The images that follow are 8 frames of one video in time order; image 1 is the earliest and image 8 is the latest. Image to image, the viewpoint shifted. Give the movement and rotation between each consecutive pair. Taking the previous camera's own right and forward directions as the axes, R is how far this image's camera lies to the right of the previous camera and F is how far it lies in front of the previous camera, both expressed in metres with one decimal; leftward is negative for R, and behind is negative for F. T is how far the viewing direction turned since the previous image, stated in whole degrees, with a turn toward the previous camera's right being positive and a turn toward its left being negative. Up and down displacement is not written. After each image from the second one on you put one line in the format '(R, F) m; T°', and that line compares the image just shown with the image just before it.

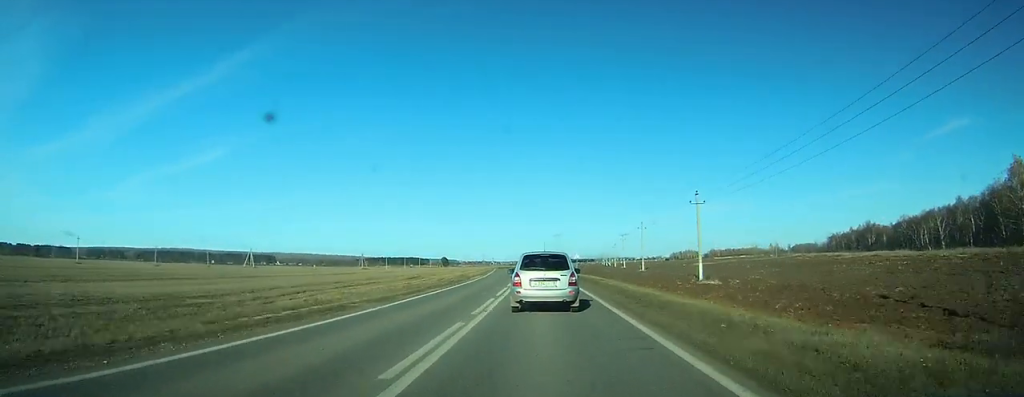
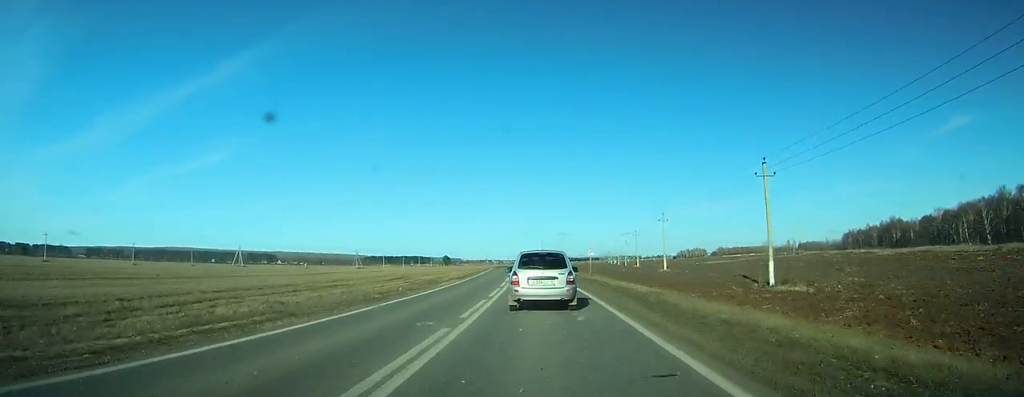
(-0.1, +15.0) m; -1°
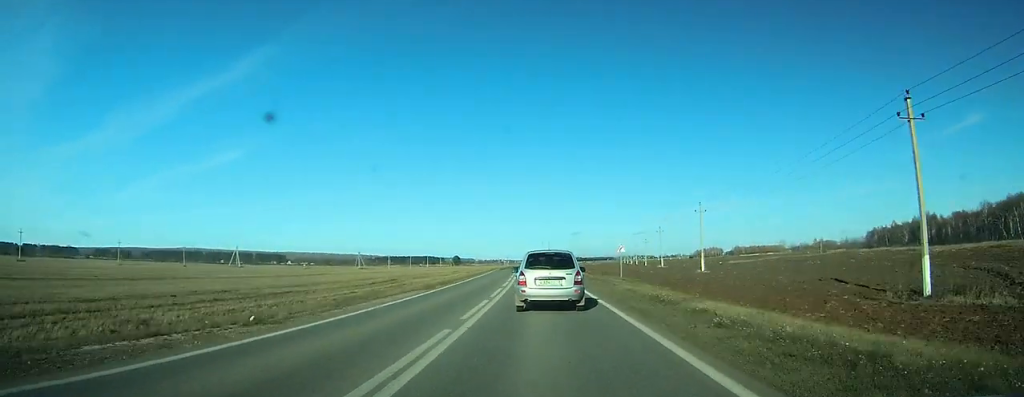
(0.0, +14.1) m; -1°
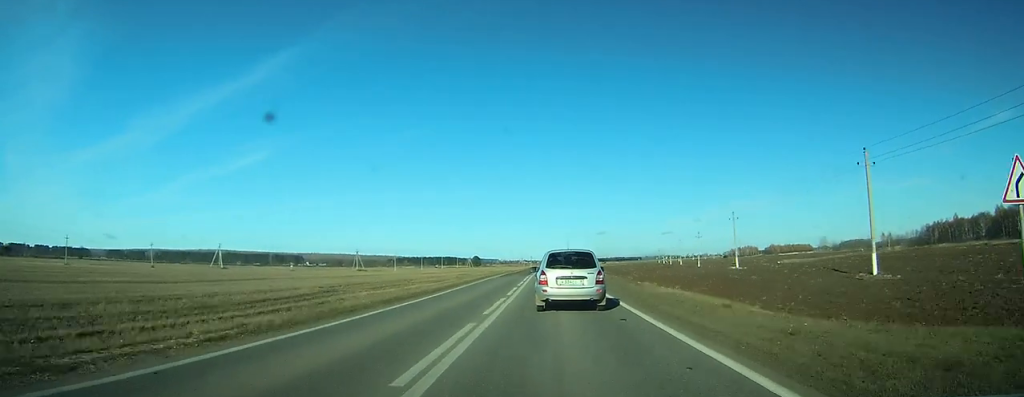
(-0.5, +37.4) m; -1°
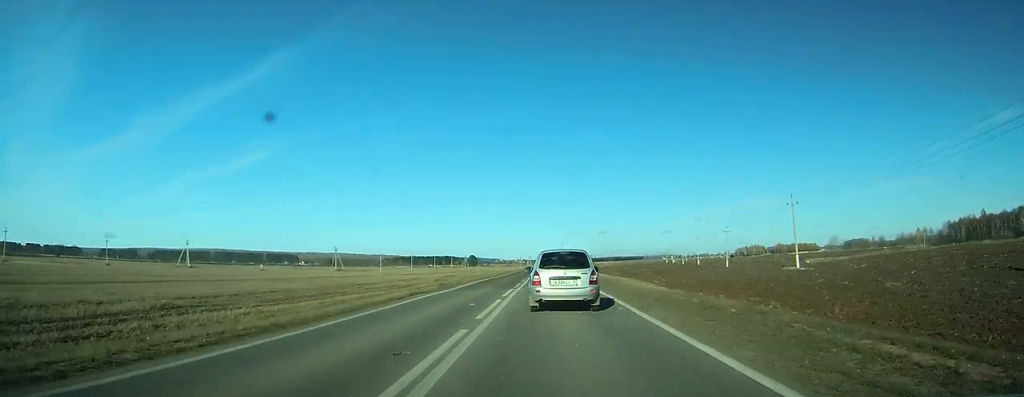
(-0.2, +25.5) m; -1°
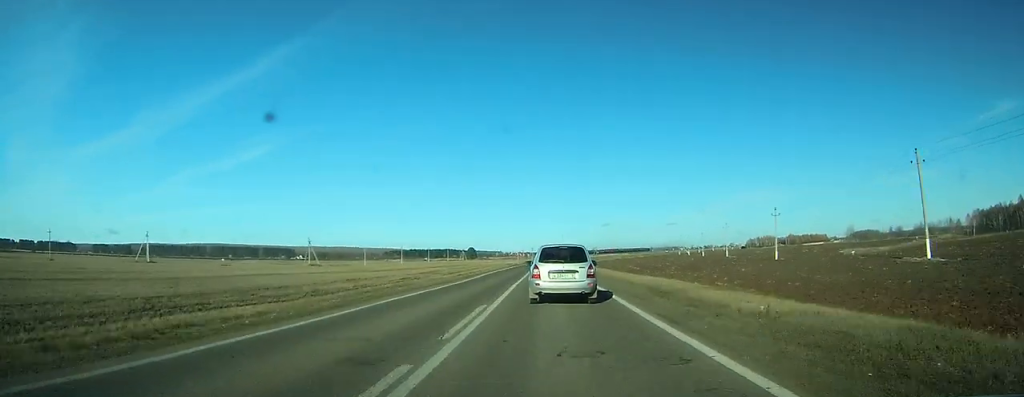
(-0.1, +27.3) m; 0°
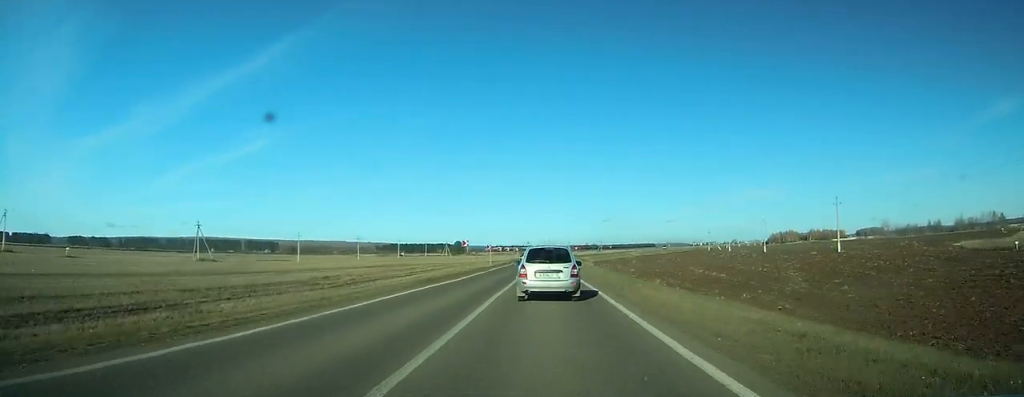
(-0.1, +58.4) m; 0°
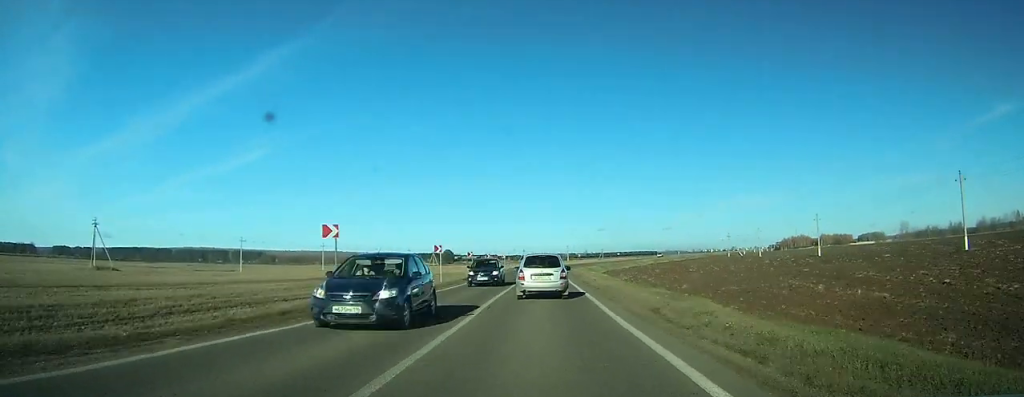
(+0.1, +32.9) m; 0°
